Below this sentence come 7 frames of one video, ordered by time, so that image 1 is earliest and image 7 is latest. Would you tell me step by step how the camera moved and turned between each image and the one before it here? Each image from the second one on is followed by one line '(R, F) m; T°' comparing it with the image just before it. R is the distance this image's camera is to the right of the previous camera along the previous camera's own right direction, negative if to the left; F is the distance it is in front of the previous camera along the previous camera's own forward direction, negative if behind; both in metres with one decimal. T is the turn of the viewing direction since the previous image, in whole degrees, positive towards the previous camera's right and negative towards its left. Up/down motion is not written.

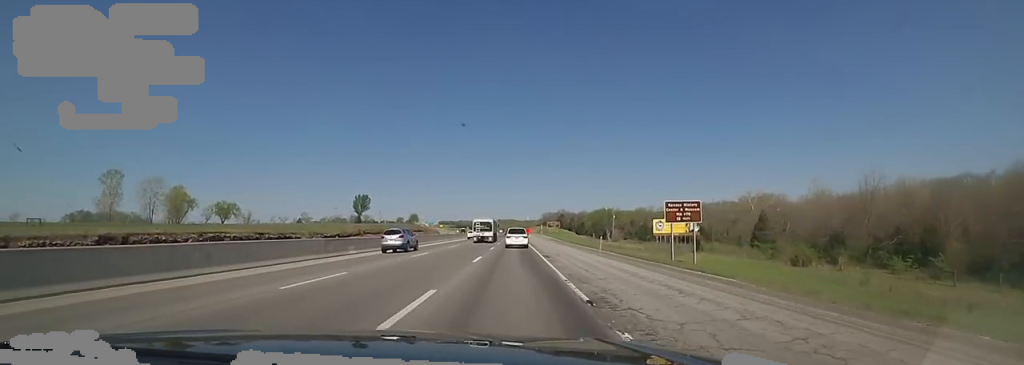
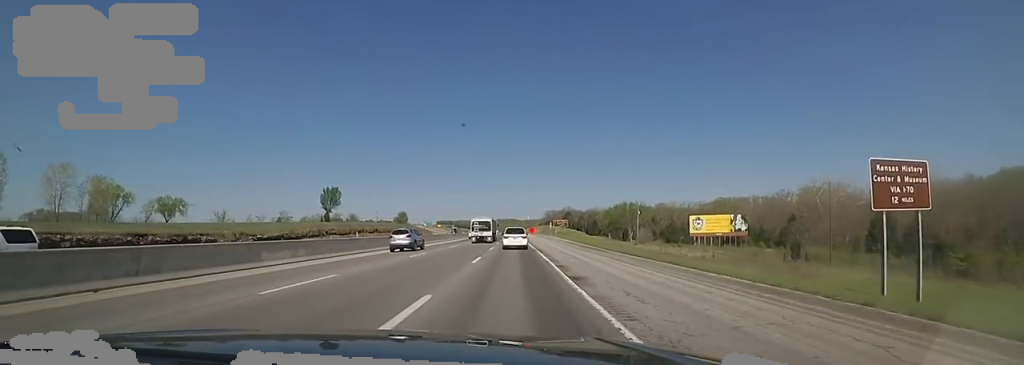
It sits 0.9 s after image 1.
(0.0, +32.0) m; 0°
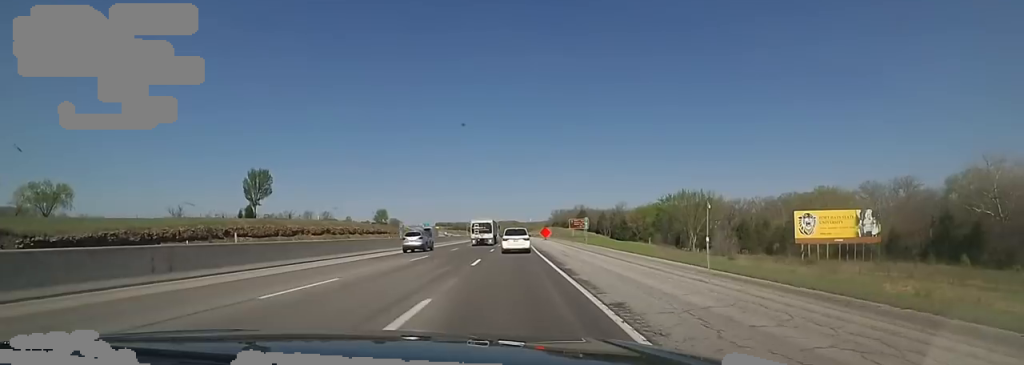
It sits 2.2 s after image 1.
(0.0, +47.0) m; +1°
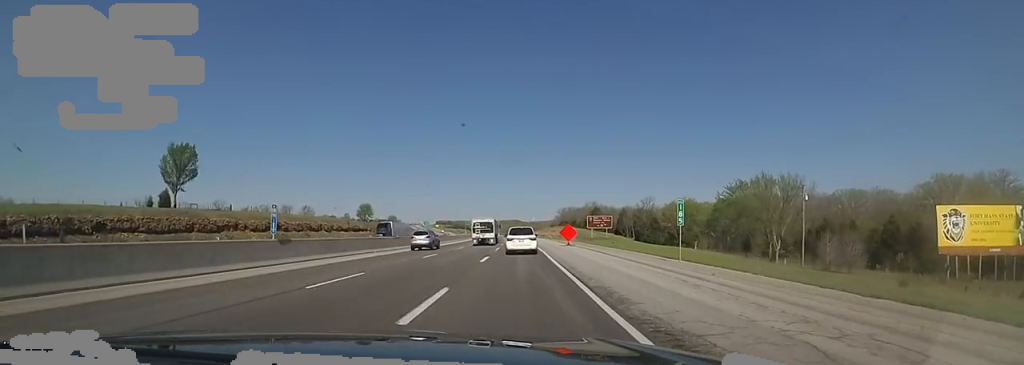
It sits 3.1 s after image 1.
(+0.2, +29.0) m; -1°
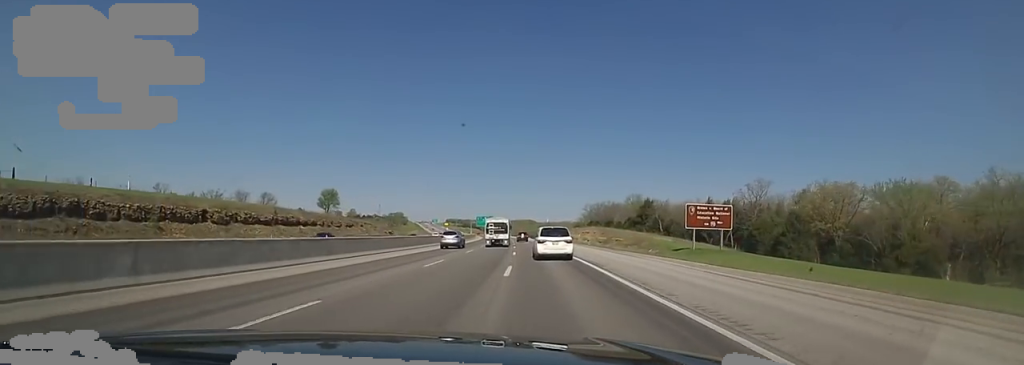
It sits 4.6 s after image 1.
(-1.7, +53.3) m; -1°
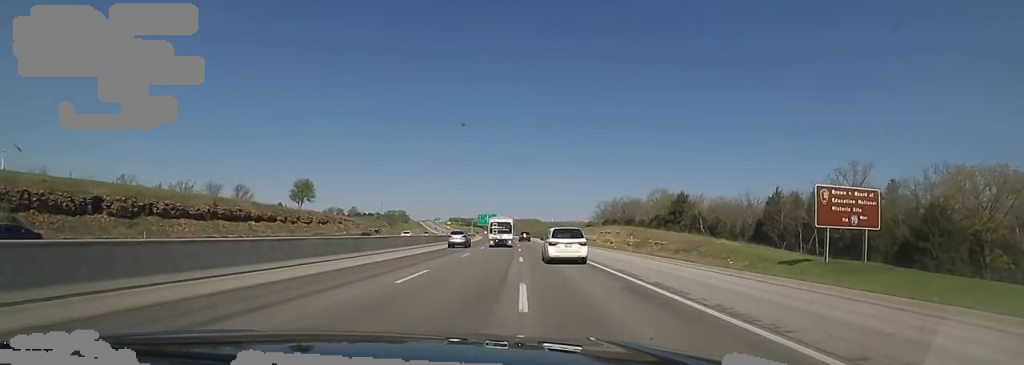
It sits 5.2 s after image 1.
(+0.9, +22.2) m; 0°
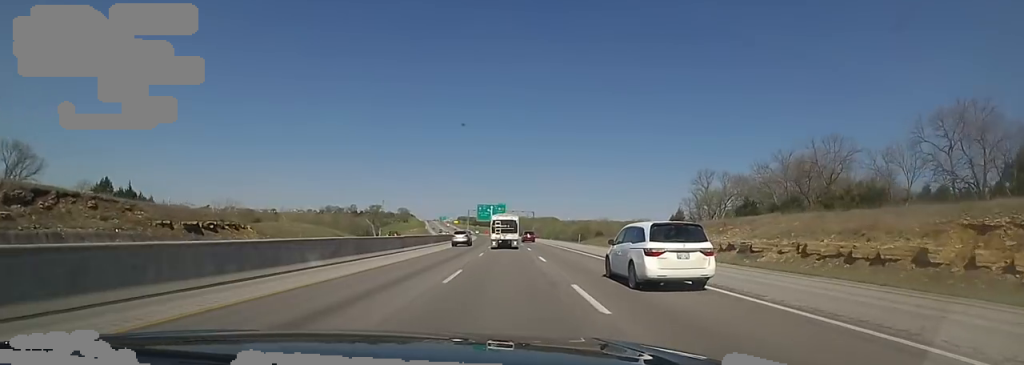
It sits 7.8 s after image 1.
(-3.6, +92.3) m; -3°
